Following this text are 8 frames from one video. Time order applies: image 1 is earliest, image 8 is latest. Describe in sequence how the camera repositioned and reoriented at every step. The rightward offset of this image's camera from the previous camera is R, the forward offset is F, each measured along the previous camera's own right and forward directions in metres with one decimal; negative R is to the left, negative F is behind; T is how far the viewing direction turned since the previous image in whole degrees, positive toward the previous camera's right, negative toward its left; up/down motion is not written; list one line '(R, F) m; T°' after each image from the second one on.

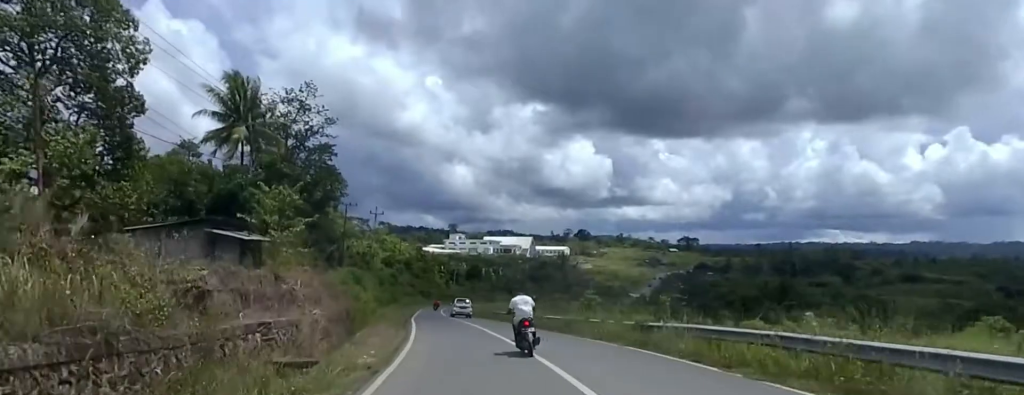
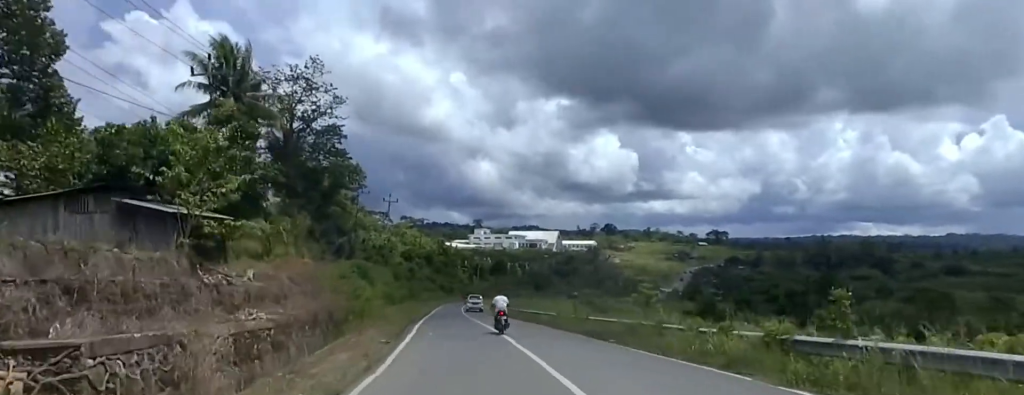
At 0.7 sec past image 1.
(+0.5, +8.1) m; 0°
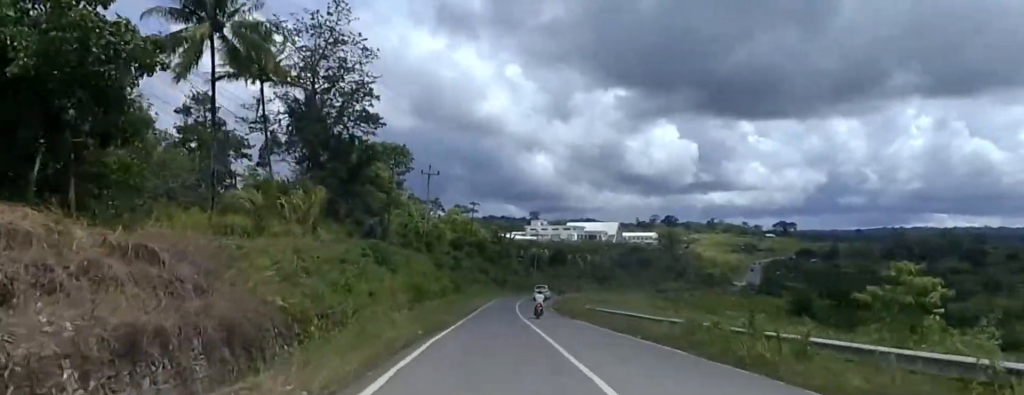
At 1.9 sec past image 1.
(-0.6, +13.9) m; -10°
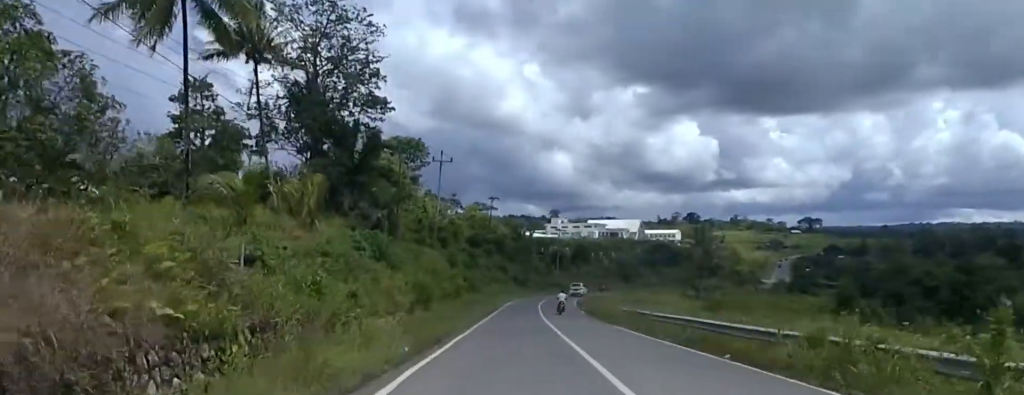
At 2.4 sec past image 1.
(-0.7, +5.6) m; 0°
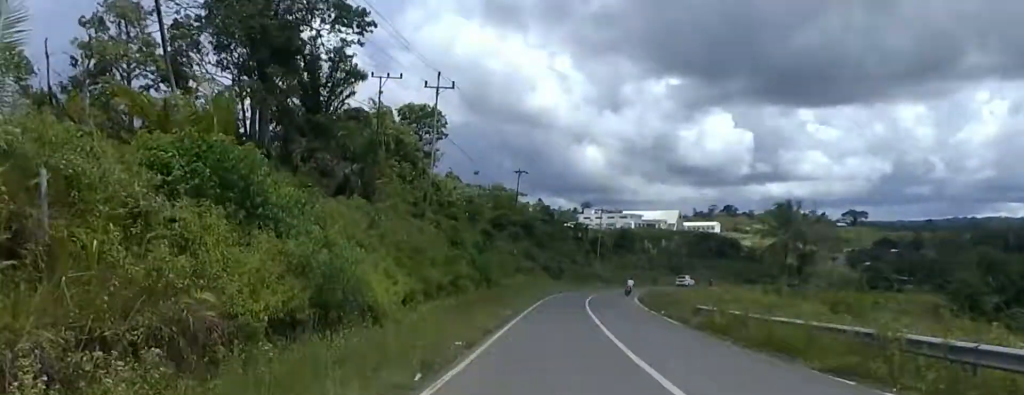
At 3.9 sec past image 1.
(+0.7, +17.6) m; +4°
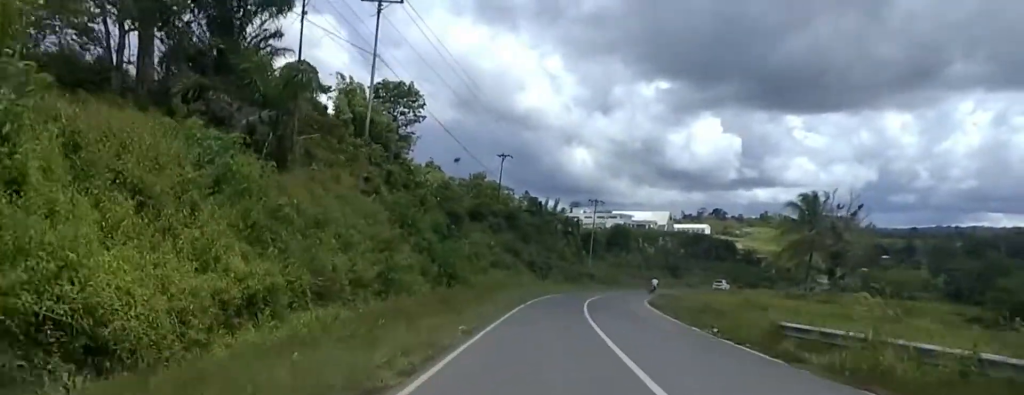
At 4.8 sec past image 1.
(-0.6, +10.0) m; +1°
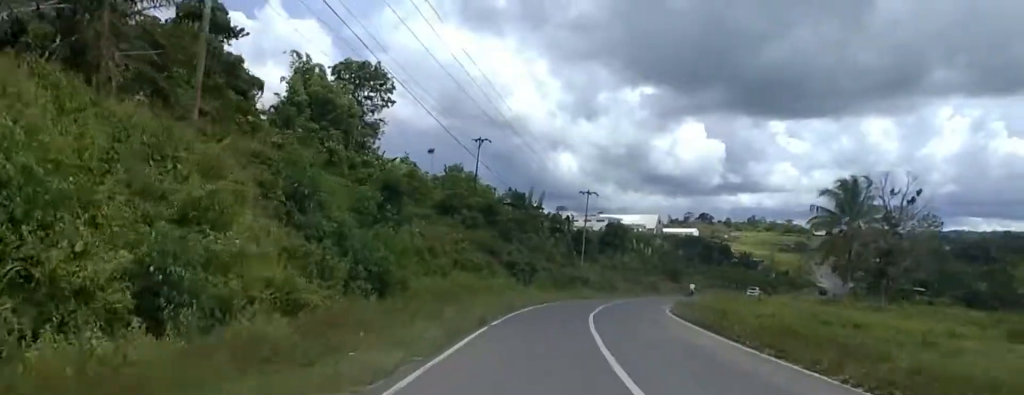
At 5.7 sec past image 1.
(+0.8, +10.9) m; +4°
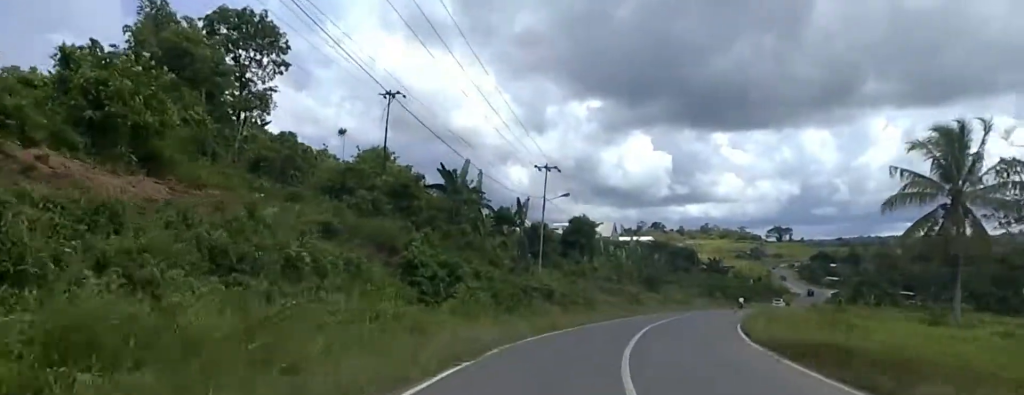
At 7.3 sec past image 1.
(+1.2, +19.7) m; +8°
